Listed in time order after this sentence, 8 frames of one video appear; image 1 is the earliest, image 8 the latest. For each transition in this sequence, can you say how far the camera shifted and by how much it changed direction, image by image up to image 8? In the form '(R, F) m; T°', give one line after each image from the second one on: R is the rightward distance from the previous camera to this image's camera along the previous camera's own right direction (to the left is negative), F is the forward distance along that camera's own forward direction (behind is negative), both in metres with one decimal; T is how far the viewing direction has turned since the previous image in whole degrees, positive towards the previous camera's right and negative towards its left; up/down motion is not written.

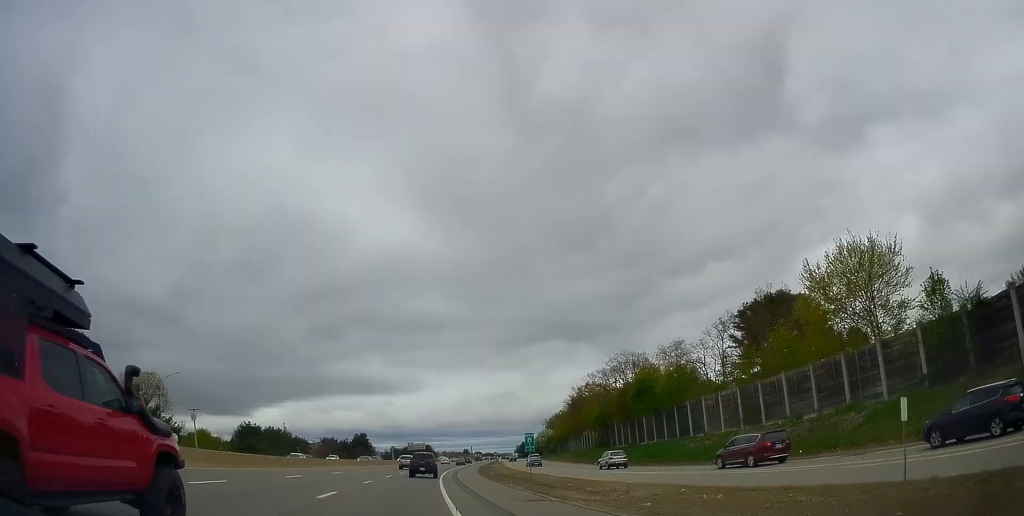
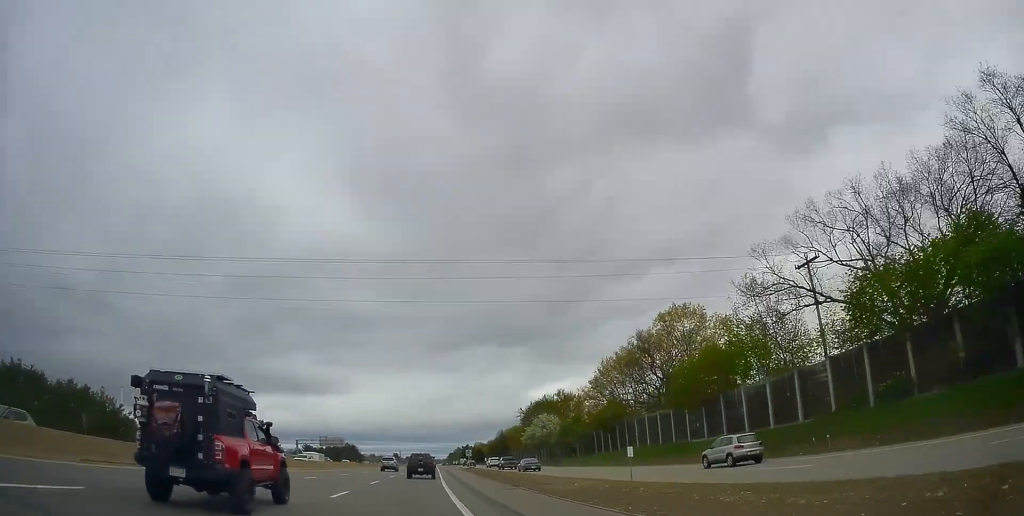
(+6.4, +81.0) m; +9°
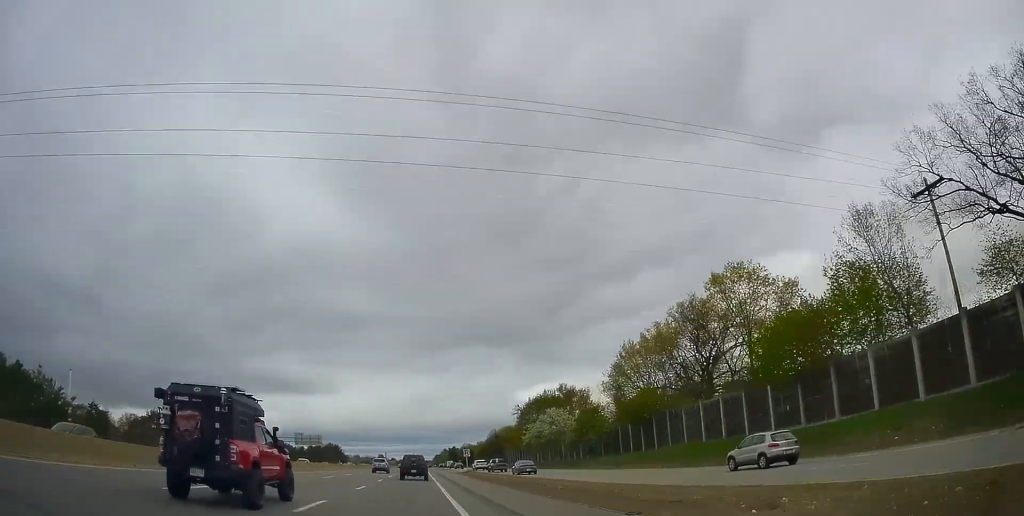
(+0.4, +17.4) m; +2°
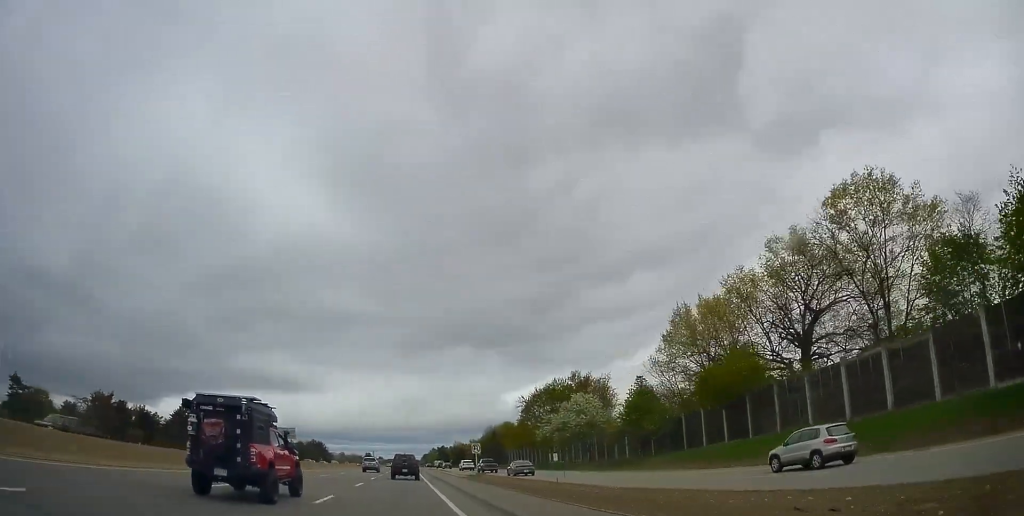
(+0.3, +22.0) m; +1°
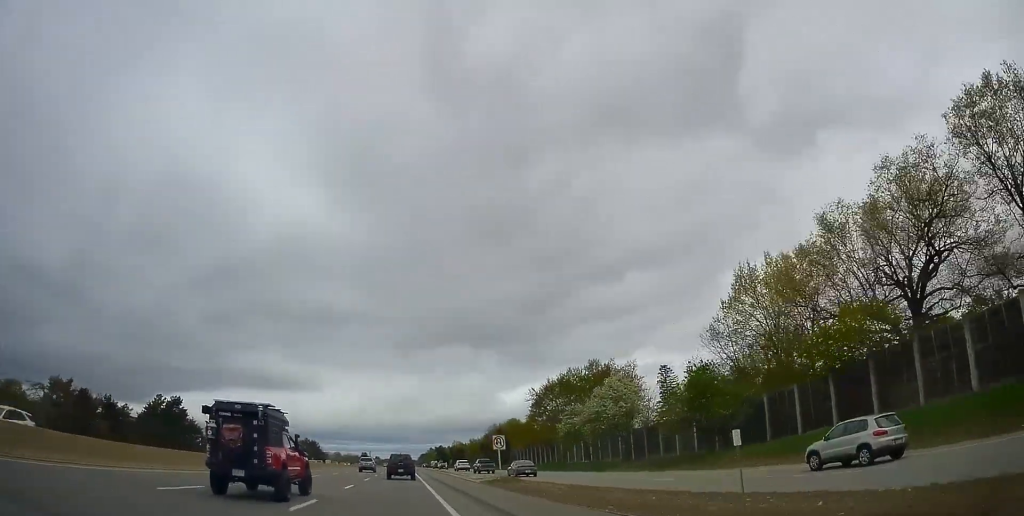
(0.0, +15.1) m; +1°
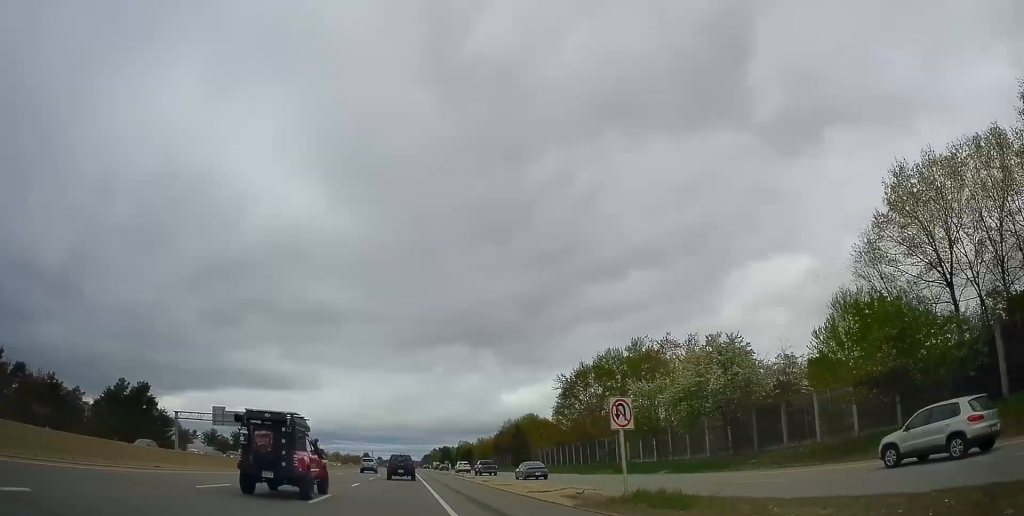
(+0.2, +22.1) m; +3°
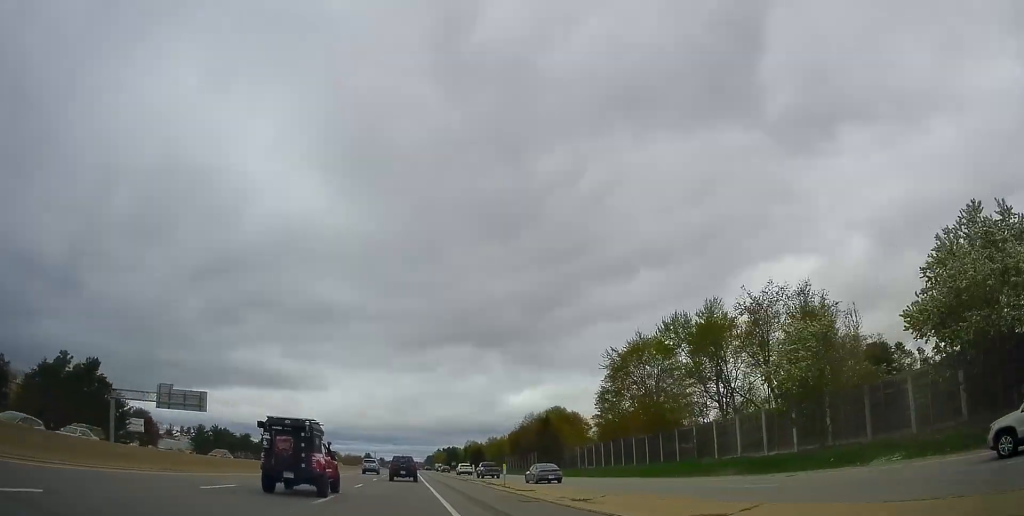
(+1.0, +25.1) m; +1°
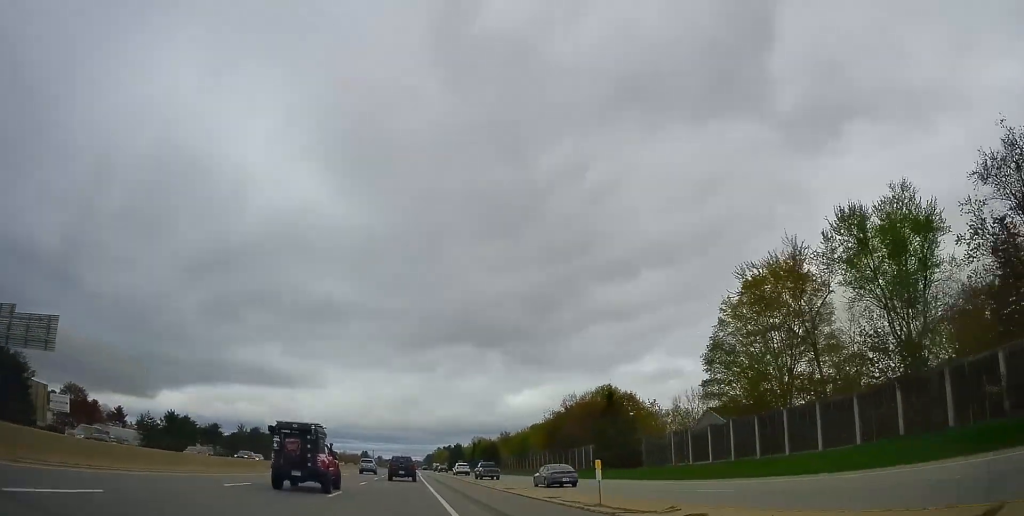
(-0.4, +34.8) m; -1°
